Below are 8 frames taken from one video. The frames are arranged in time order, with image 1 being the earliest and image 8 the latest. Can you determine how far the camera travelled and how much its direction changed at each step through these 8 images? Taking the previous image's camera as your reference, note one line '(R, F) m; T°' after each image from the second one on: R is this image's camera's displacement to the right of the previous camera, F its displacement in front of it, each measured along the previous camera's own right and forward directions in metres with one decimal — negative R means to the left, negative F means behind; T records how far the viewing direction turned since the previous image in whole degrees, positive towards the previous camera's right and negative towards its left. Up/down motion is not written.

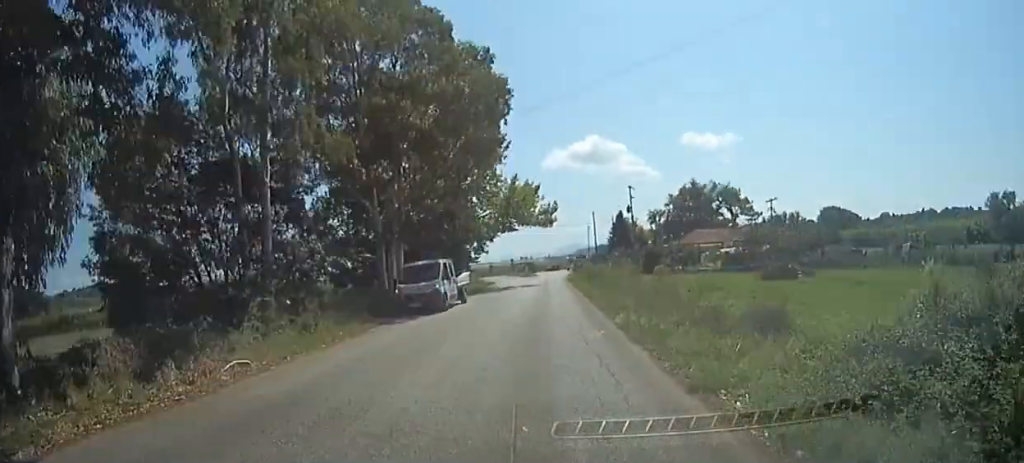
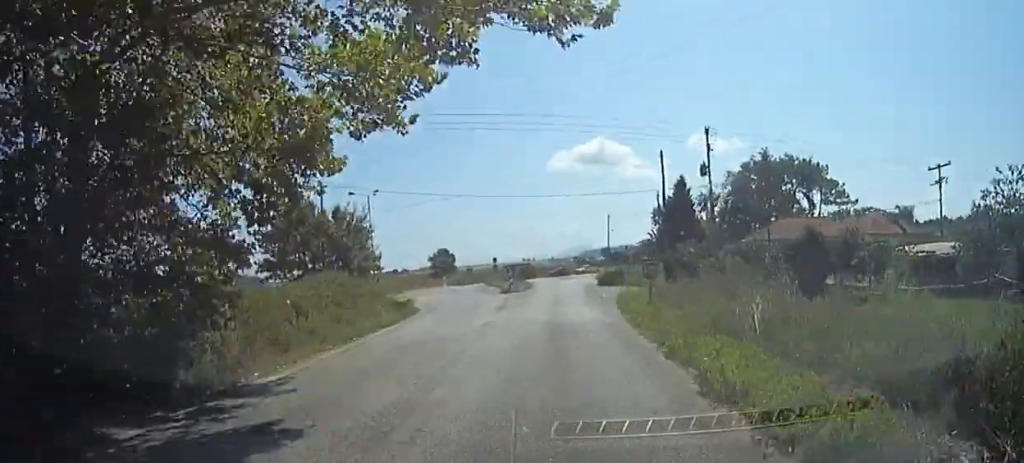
(-7.4, +20.0) m; +15°
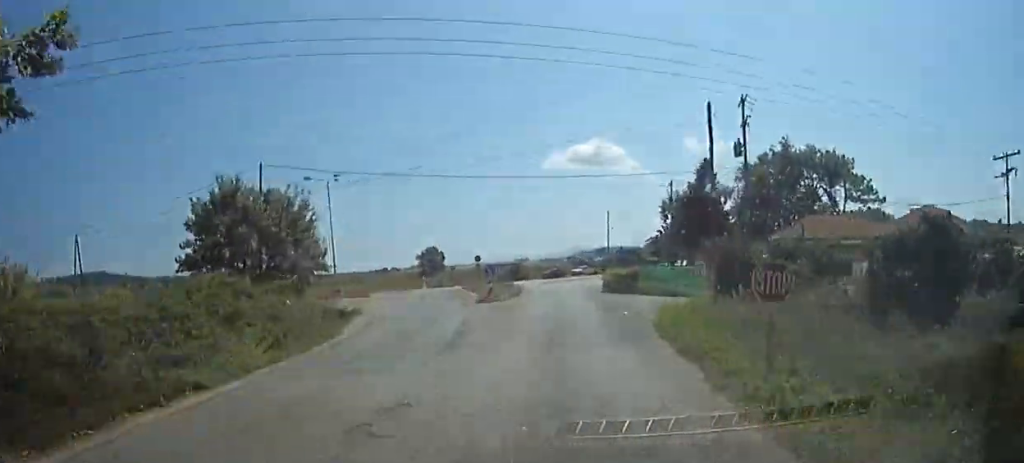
(+2.5, +6.3) m; +9°
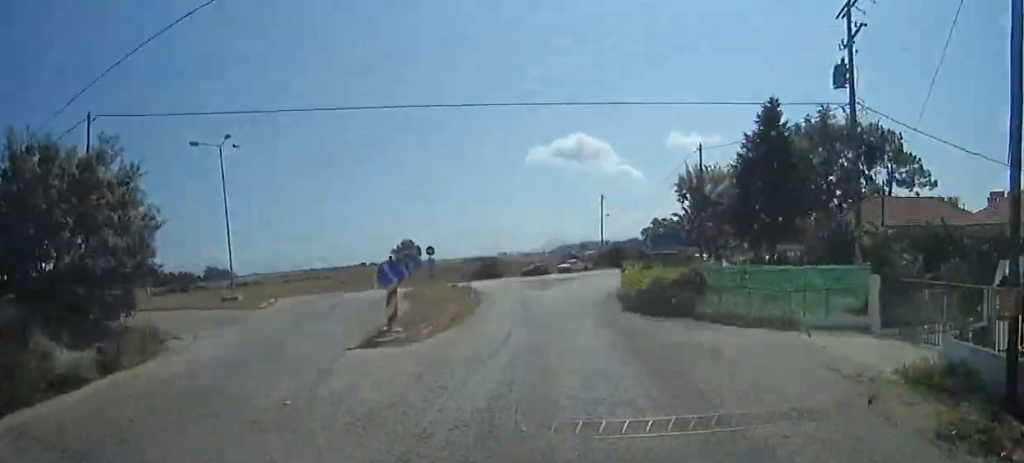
(+3.5, +11.7) m; +11°
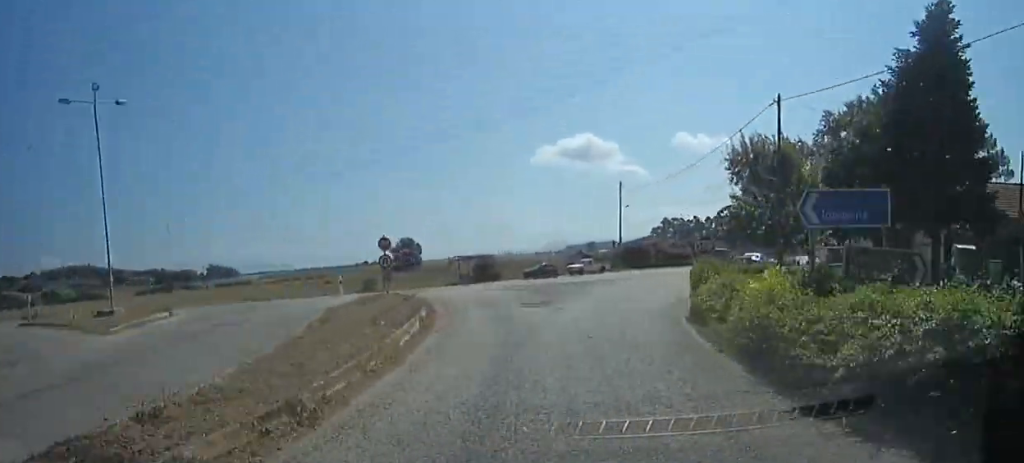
(-1.1, +9.7) m; -5°
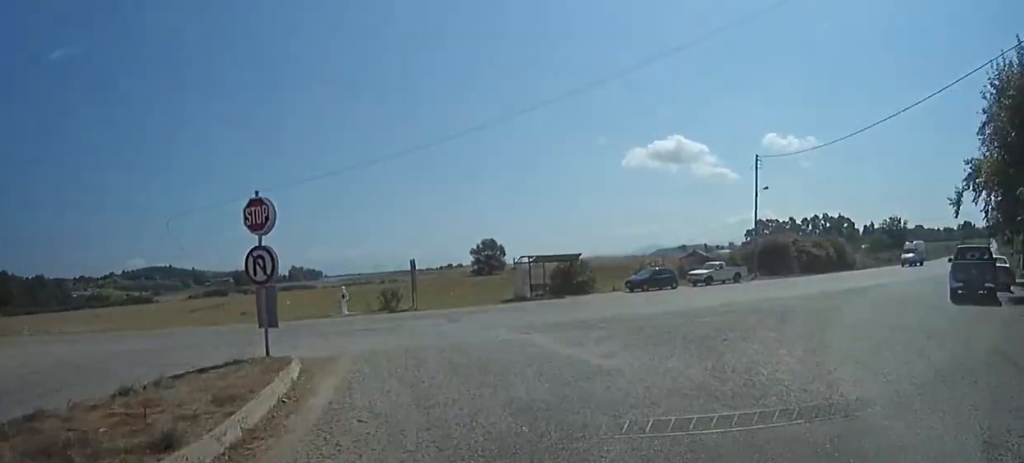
(-0.8, +15.2) m; -5°
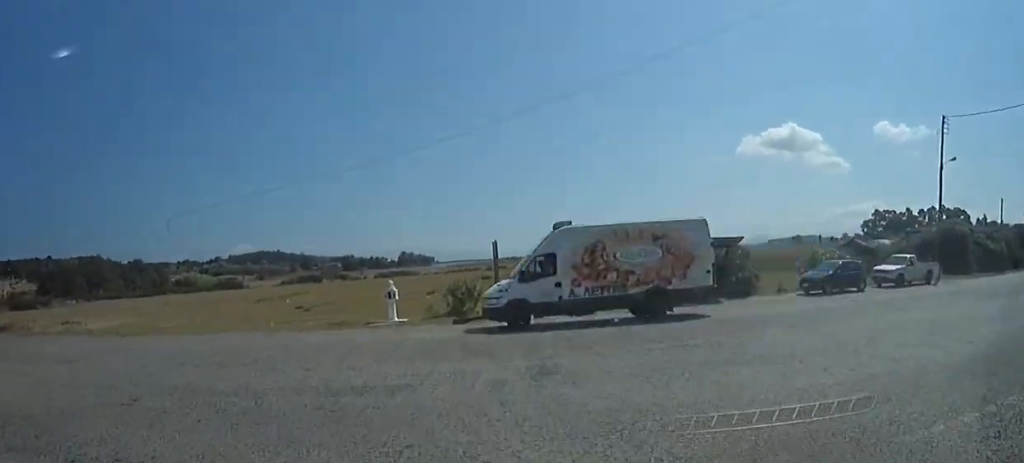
(-1.3, +16.0) m; -23°
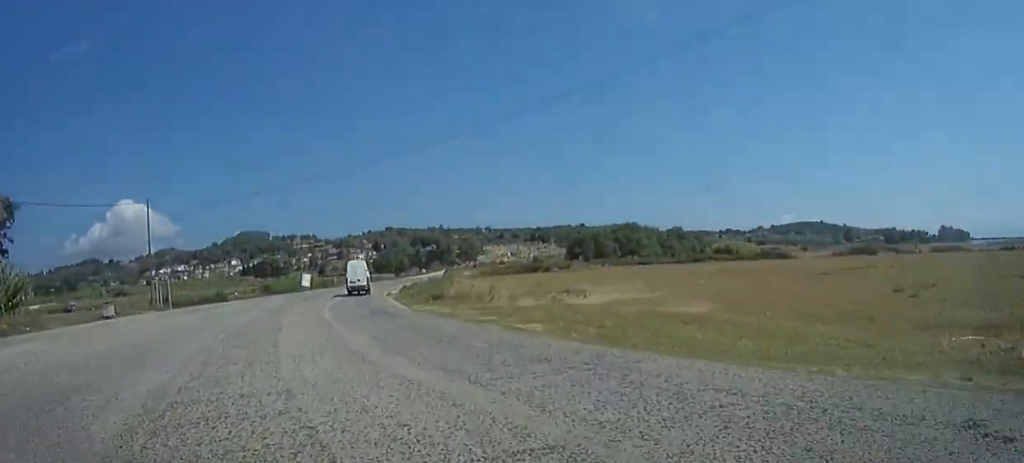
(-8.1, +14.1) m; -51°
